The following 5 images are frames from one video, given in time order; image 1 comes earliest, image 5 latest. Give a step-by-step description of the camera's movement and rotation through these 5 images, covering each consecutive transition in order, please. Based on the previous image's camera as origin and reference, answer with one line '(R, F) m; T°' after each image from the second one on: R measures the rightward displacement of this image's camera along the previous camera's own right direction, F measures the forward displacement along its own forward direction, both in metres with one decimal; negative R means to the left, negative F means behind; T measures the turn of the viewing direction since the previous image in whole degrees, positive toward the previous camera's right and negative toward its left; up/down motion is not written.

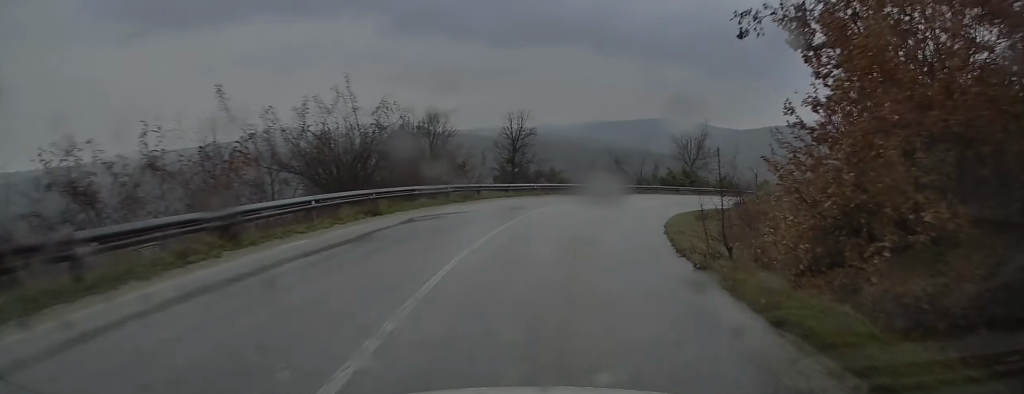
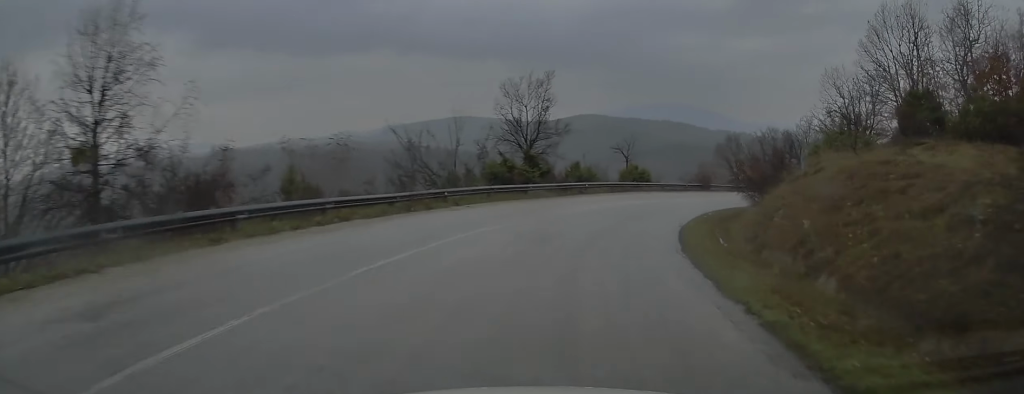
(+2.8, +25.9) m; +15°
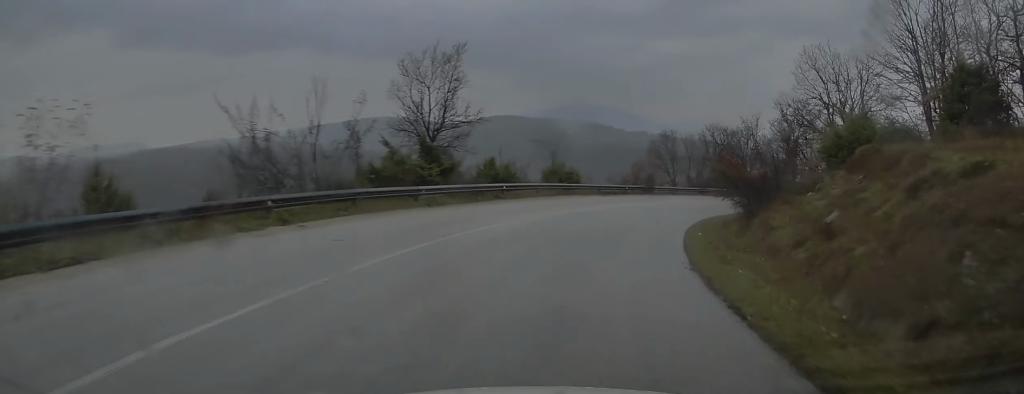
(+0.5, +9.1) m; +7°
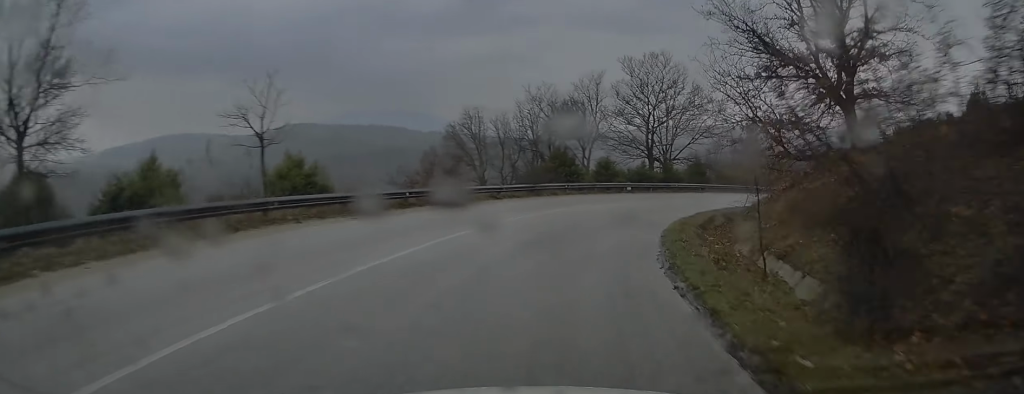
(+2.8, +19.3) m; +16°
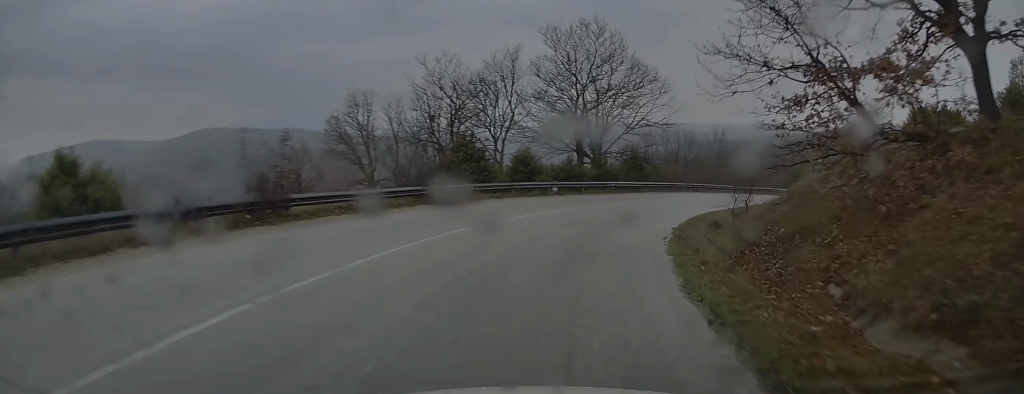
(+0.6, +9.7) m; +7°
